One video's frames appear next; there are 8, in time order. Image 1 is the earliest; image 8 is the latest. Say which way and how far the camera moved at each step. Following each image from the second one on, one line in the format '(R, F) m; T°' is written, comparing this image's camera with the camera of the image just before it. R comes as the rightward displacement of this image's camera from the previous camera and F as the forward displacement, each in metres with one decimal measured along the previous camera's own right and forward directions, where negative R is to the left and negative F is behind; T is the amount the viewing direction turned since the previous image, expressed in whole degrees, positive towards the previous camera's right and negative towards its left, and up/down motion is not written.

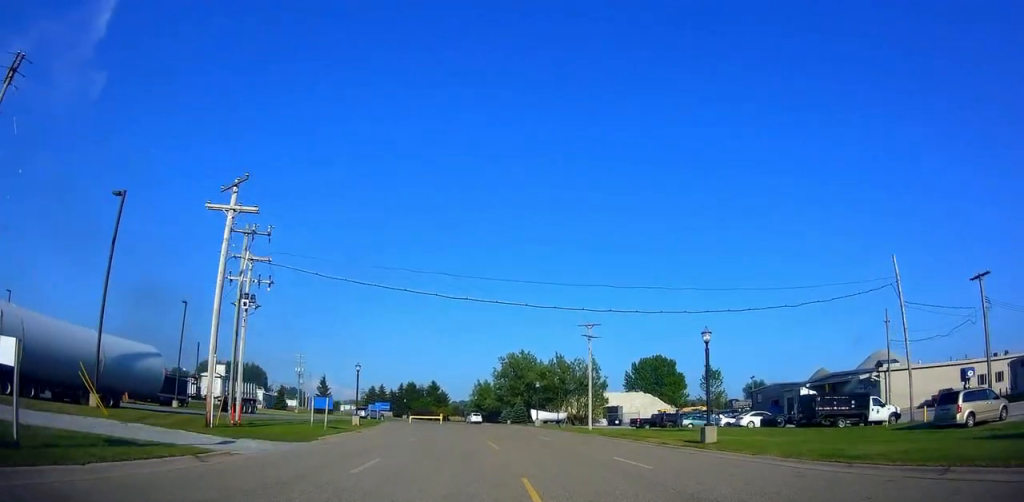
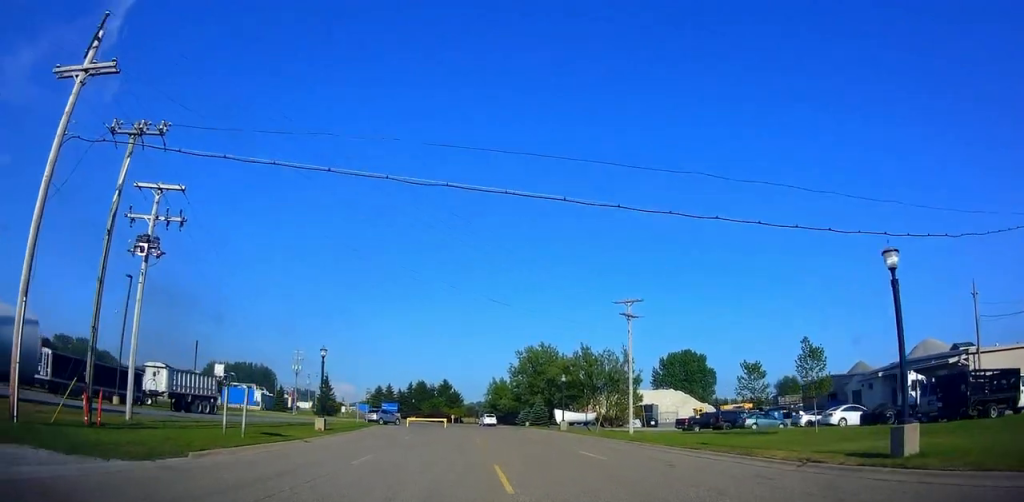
(-0.5, +11.6) m; -6°
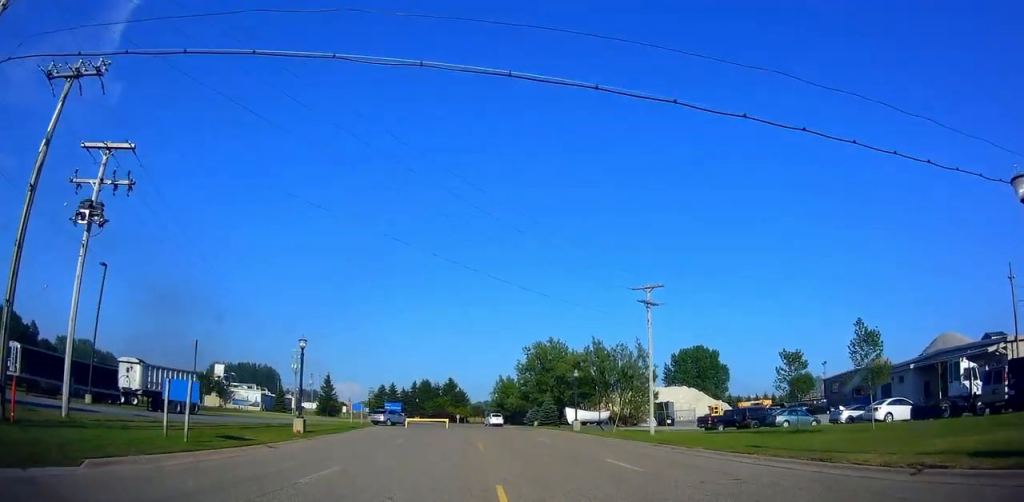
(0.0, +4.3) m; +4°
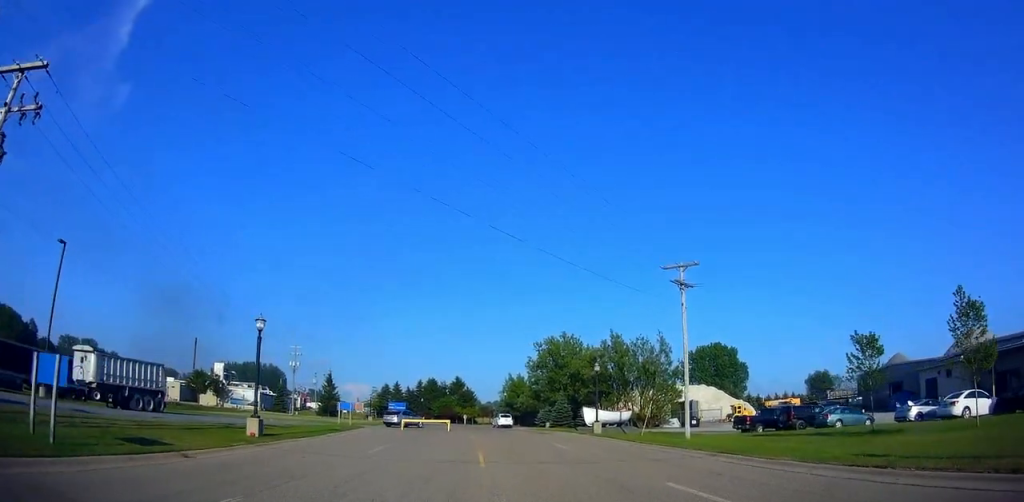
(+0.2, +6.1) m; +4°
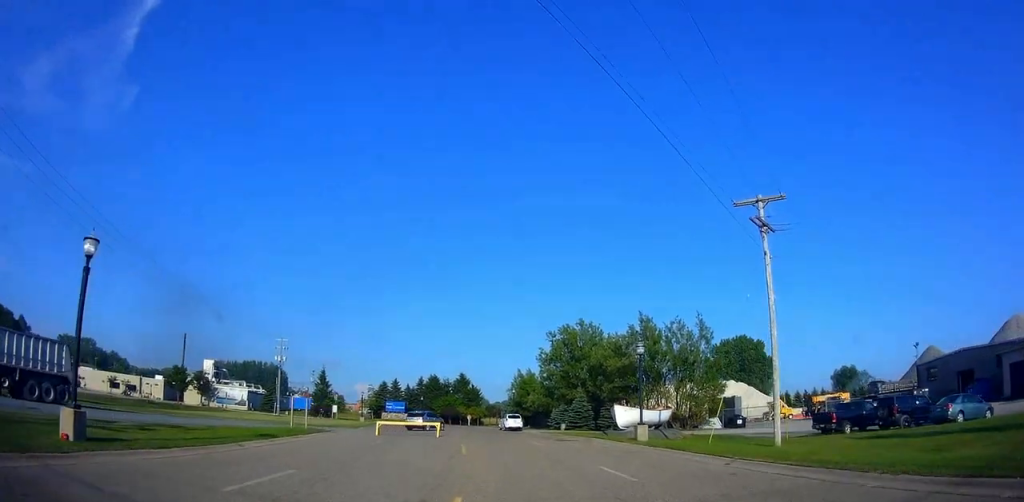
(+0.1, +11.0) m; -5°
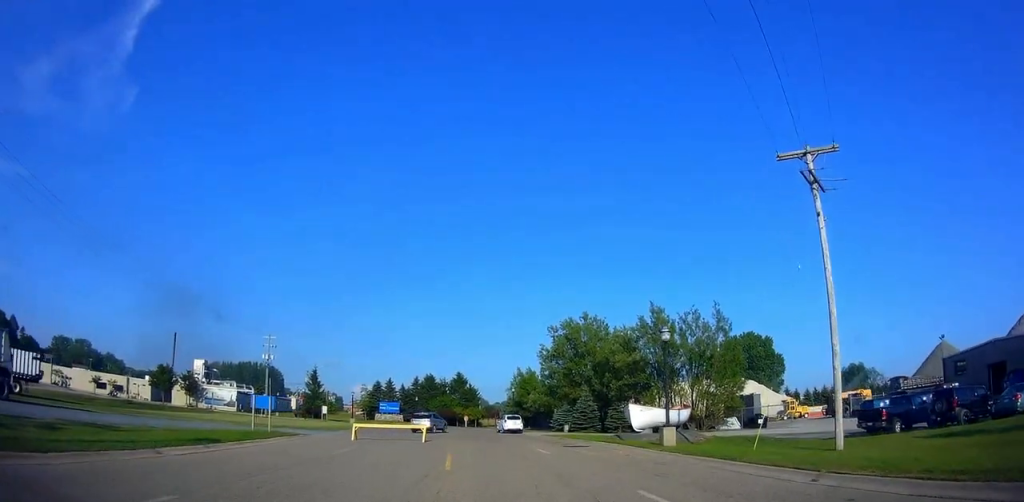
(-0.2, +4.9) m; -1°
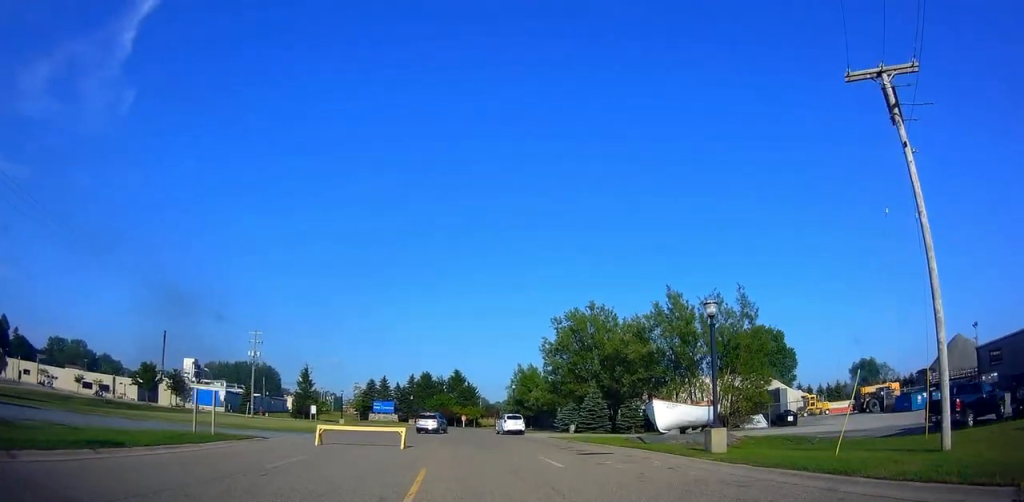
(+0.1, +5.5) m; 0°
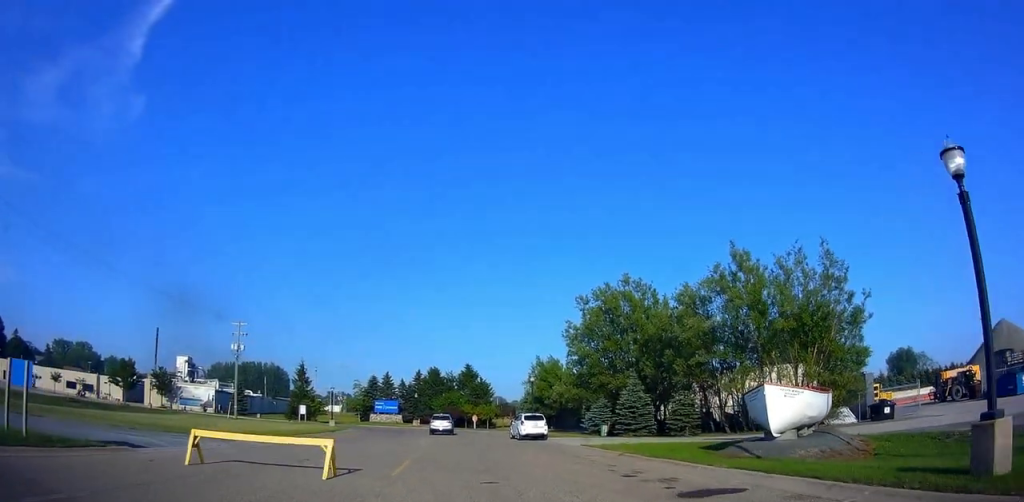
(-1.0, +10.6) m; -5°
